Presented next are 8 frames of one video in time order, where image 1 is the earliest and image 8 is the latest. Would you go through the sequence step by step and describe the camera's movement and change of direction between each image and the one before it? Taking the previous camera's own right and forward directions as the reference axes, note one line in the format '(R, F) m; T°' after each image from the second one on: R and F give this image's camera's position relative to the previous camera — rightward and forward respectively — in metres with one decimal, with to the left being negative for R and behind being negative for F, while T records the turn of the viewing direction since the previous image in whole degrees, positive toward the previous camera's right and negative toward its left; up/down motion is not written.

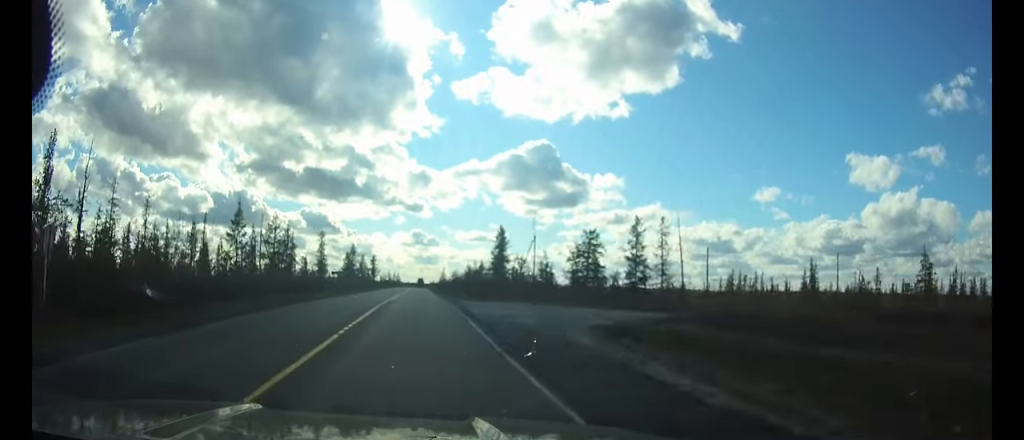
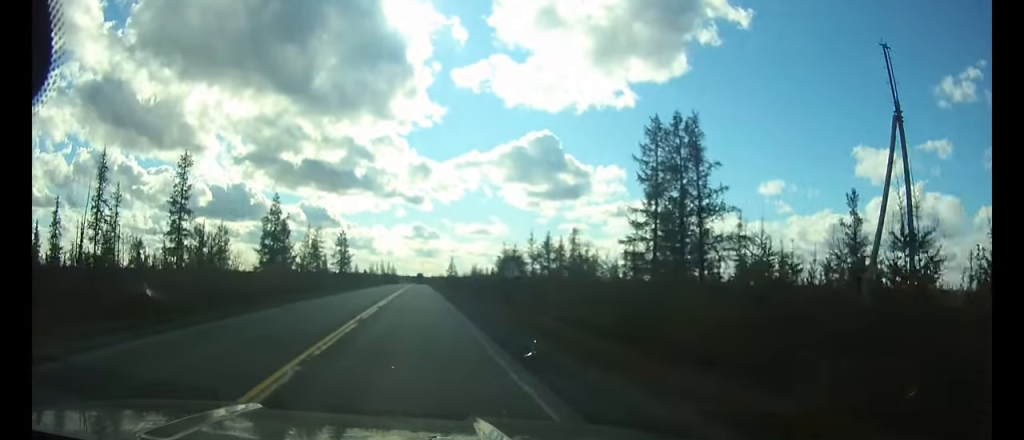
(0.0, +70.9) m; 0°
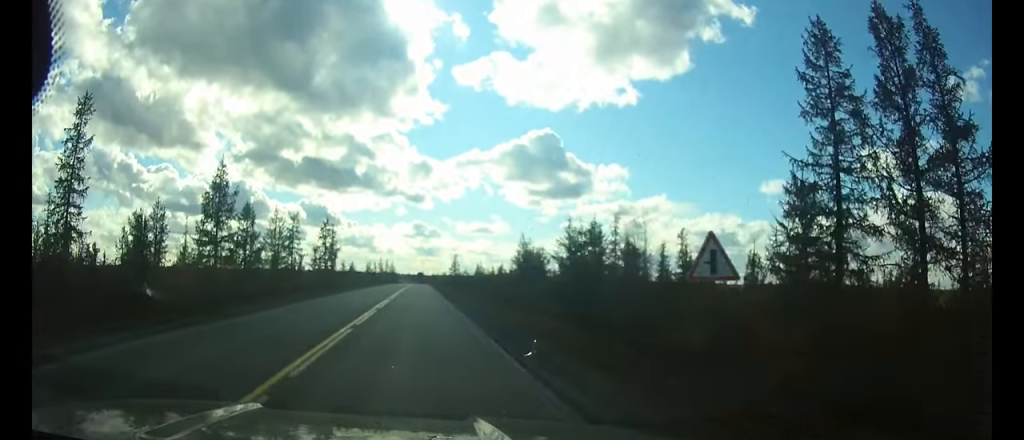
(0.0, +17.8) m; 0°
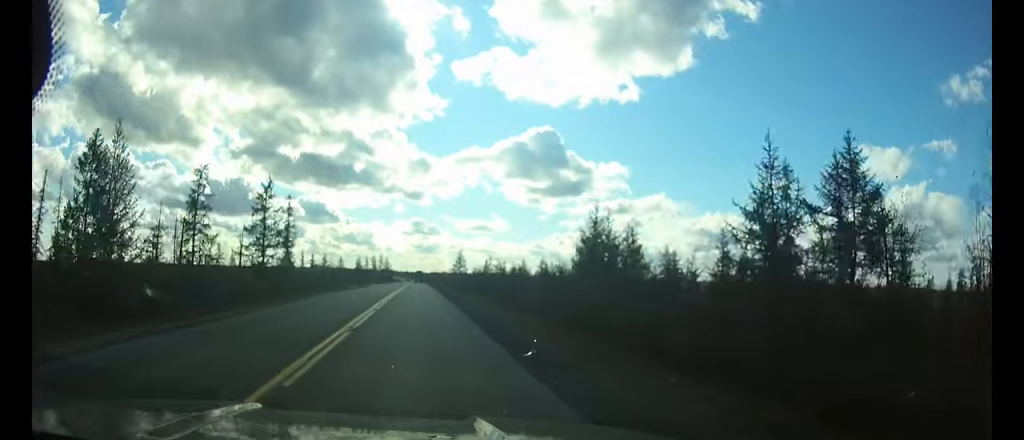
(0.0, +32.9) m; 0°
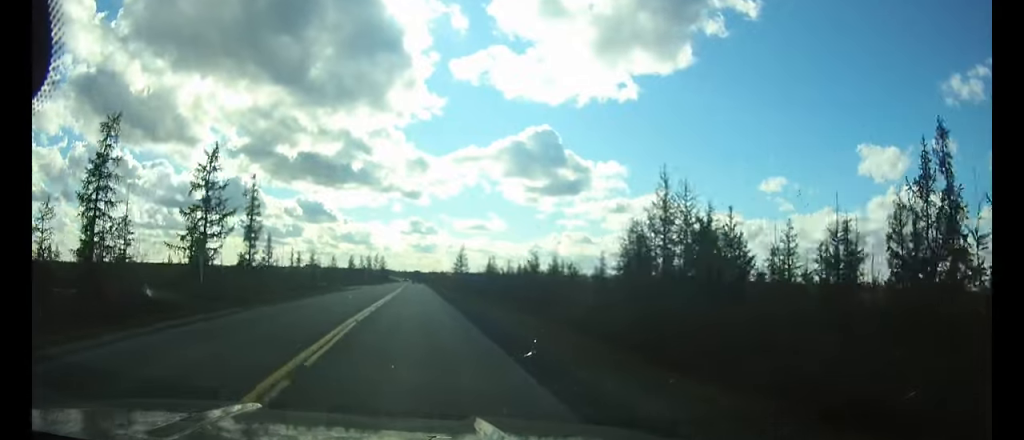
(0.0, +14.6) m; 0°
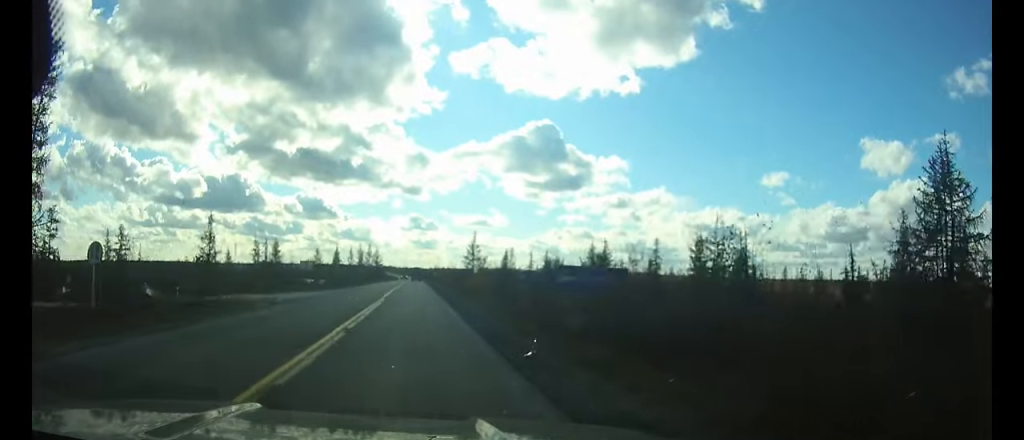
(0.0, +32.7) m; 0°
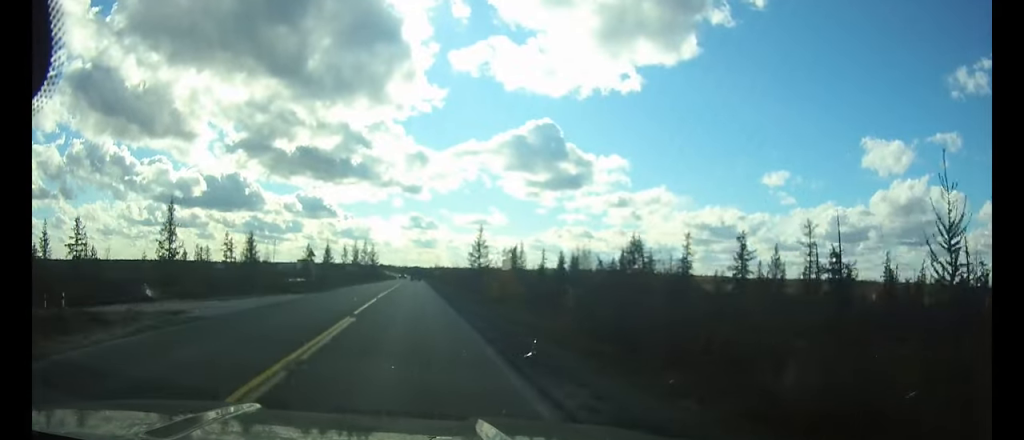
(0.0, +13.8) m; 0°
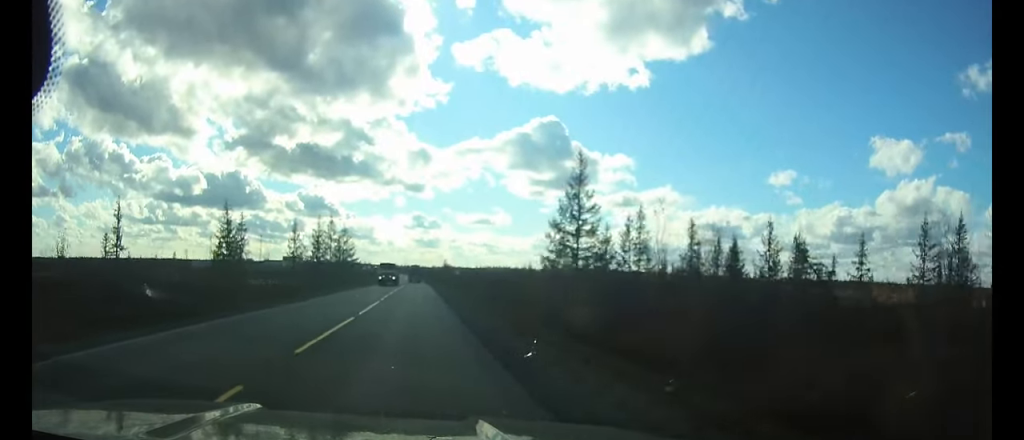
(0.0, +69.6) m; 0°
